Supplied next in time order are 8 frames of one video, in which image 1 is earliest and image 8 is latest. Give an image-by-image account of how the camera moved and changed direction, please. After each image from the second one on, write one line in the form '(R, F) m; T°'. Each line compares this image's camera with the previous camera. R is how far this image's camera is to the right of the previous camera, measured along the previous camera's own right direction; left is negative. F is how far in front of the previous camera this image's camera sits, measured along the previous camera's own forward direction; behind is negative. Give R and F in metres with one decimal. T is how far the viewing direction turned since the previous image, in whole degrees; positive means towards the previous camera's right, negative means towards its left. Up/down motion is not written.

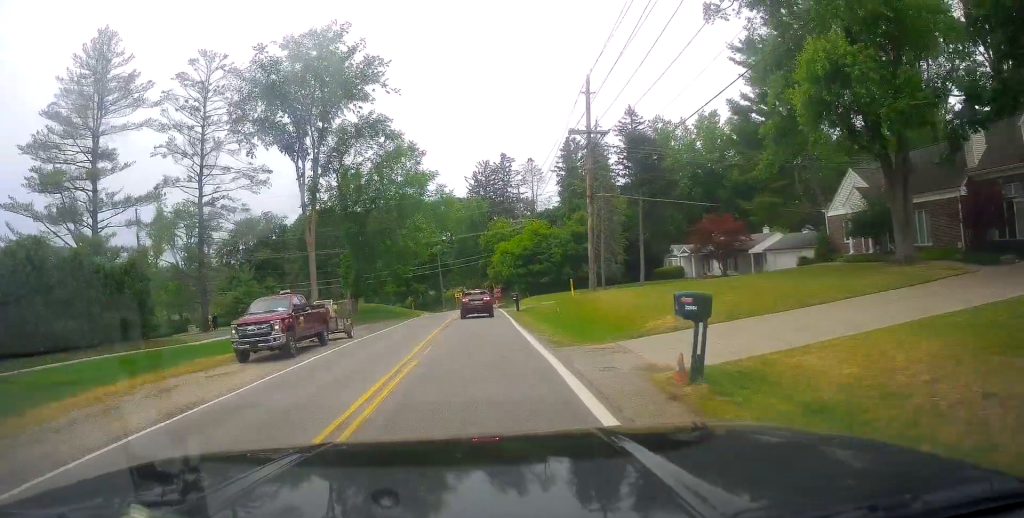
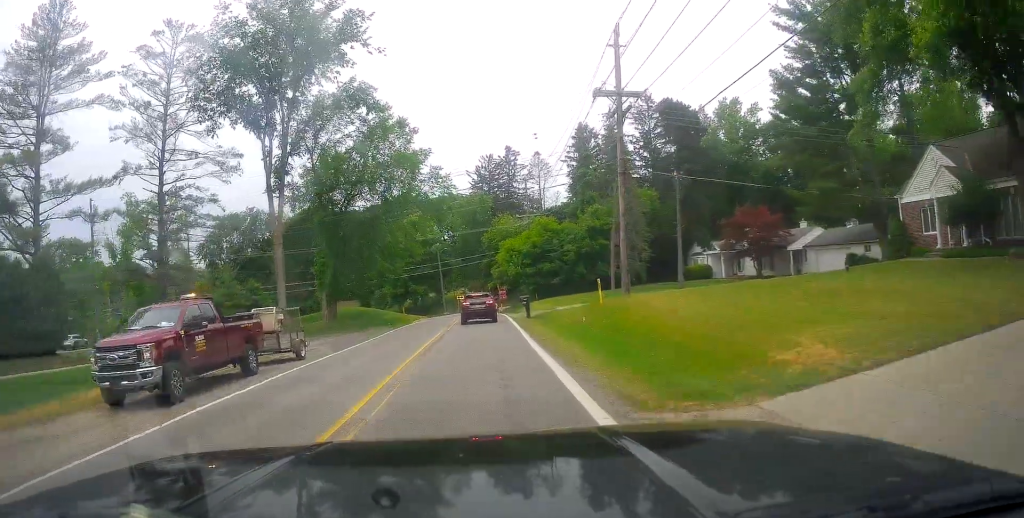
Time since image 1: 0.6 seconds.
(-0.1, +8.6) m; -2°
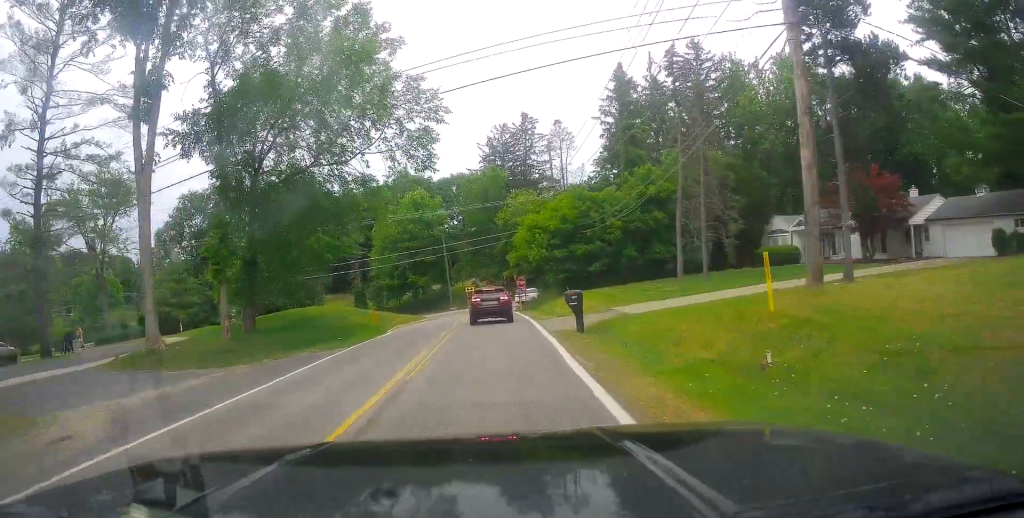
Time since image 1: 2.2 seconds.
(-1.1, +17.5) m; -4°
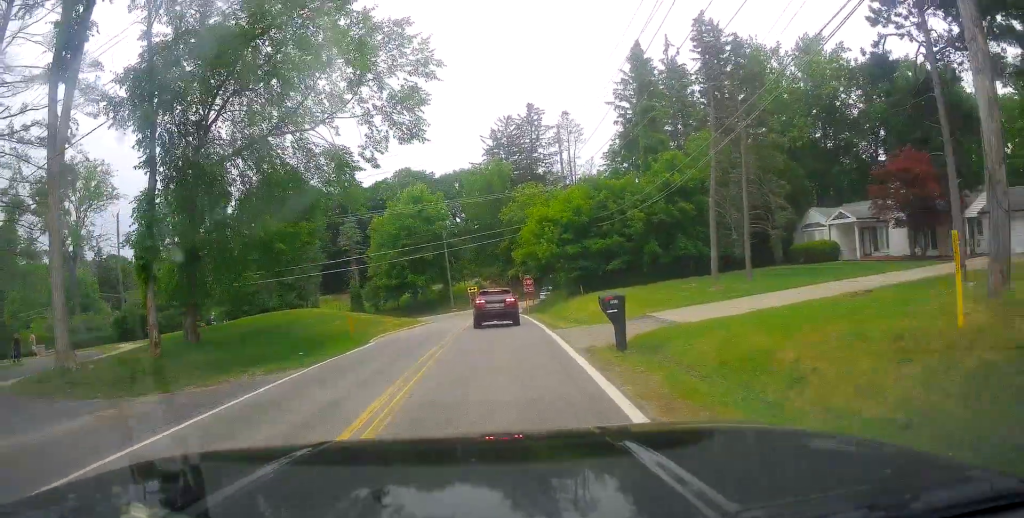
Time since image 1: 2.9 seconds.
(+0.3, +5.4) m; +3°
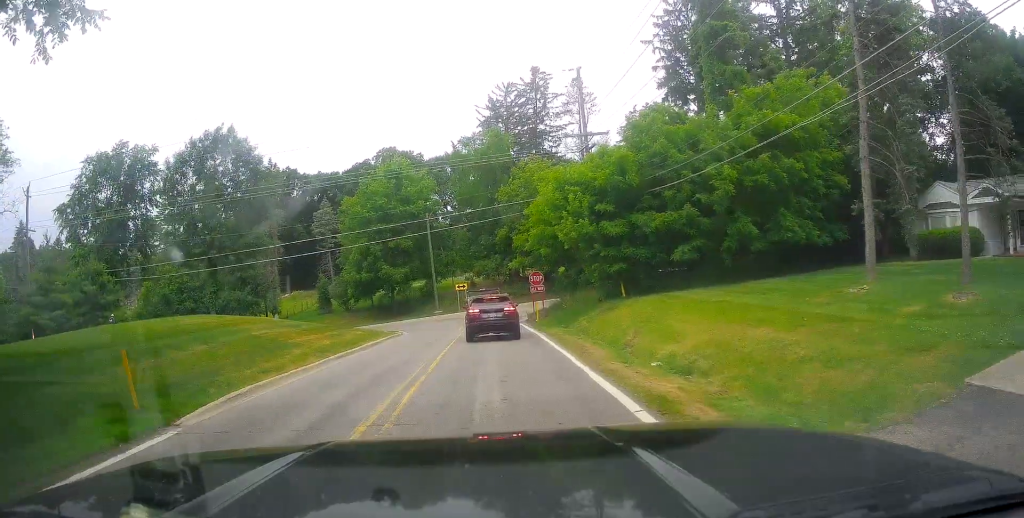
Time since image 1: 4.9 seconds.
(+0.6, +14.8) m; +2°
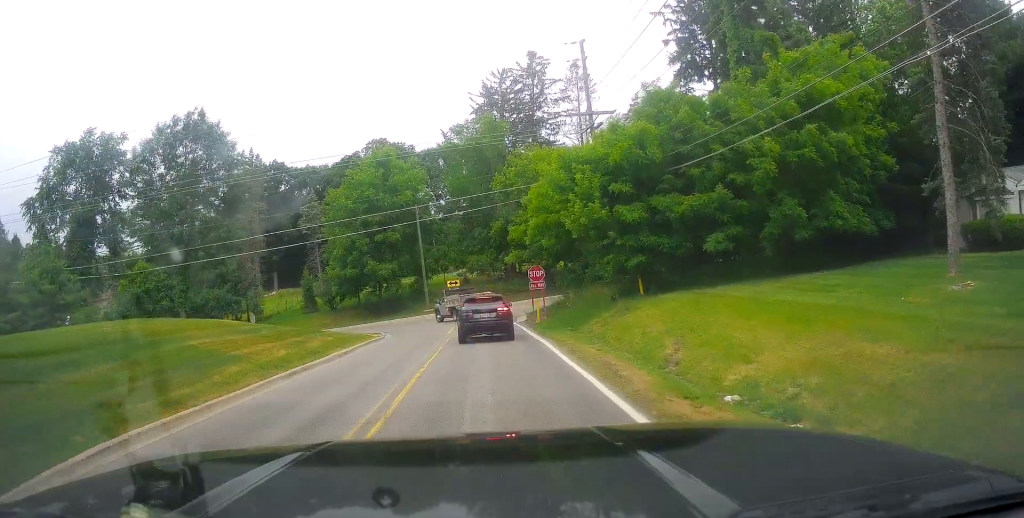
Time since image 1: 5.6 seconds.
(0.0, +4.6) m; -1°
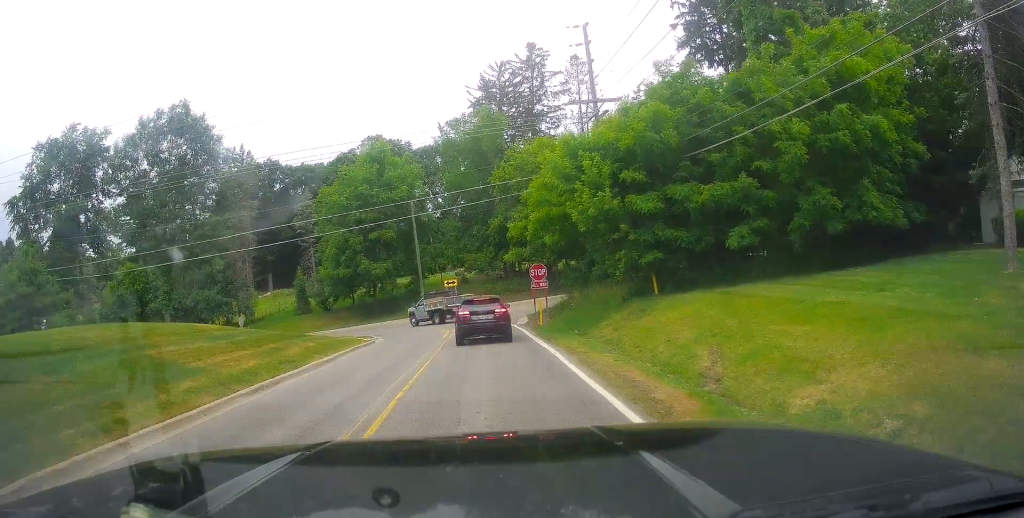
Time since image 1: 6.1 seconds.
(+0.1, +2.5) m; -2°
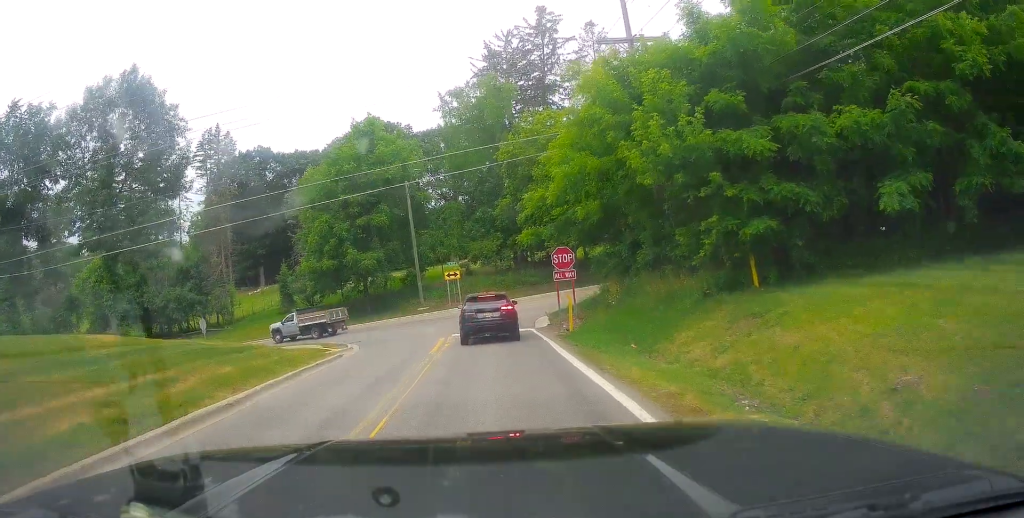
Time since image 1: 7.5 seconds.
(-0.4, +8.1) m; 0°
